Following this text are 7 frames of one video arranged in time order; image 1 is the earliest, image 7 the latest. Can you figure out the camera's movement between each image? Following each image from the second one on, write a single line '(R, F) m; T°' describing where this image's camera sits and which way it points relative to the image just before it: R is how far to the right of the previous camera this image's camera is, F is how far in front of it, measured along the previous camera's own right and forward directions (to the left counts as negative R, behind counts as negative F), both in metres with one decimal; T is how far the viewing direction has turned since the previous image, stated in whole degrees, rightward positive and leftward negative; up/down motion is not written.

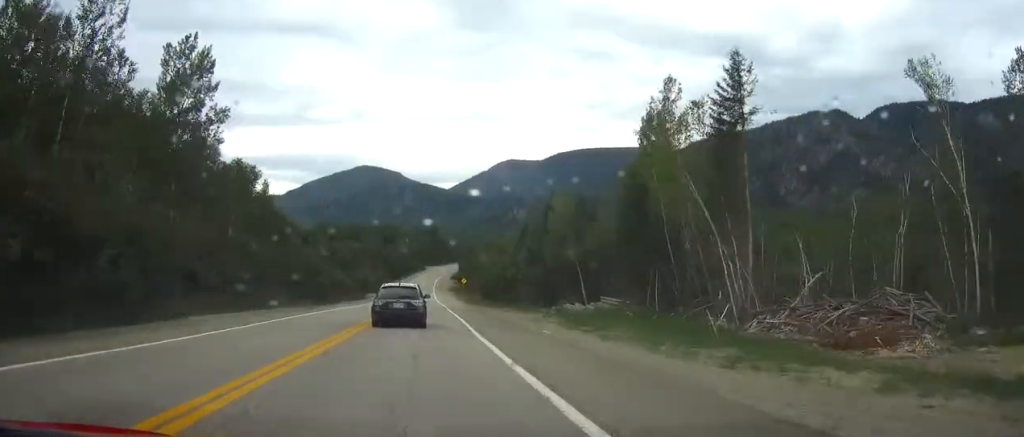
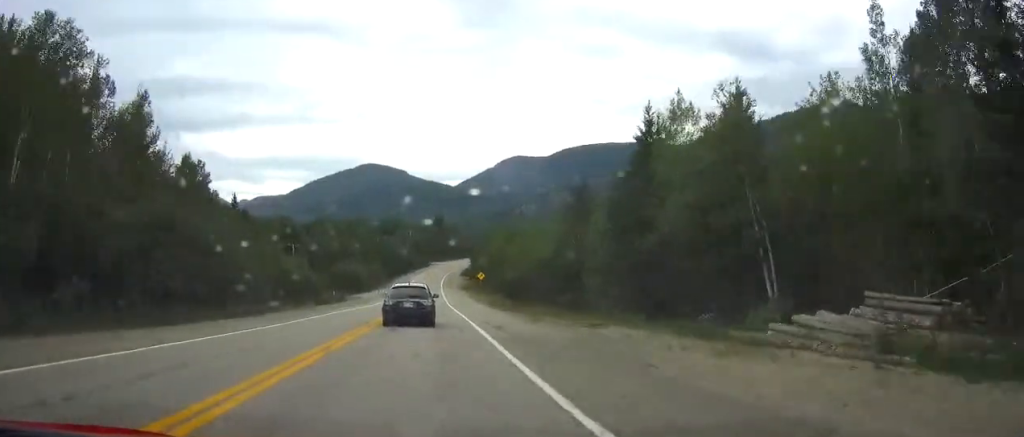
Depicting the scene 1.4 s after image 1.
(-0.1, +33.9) m; 0°
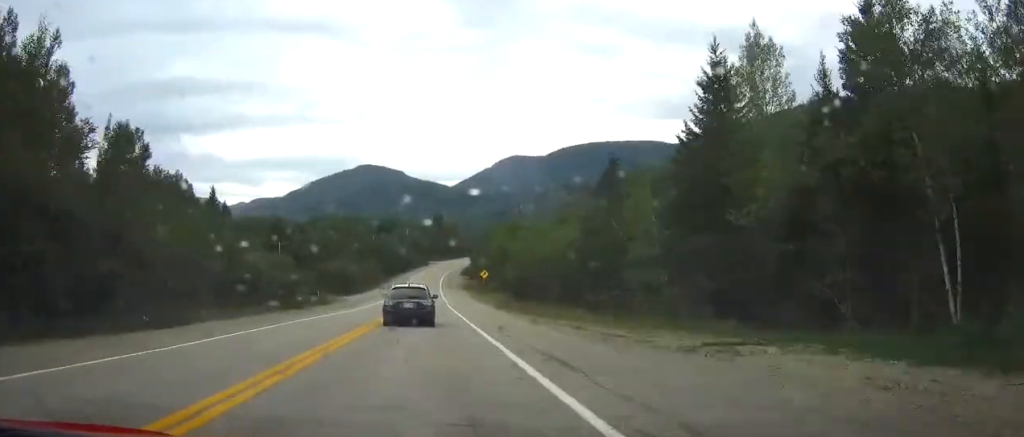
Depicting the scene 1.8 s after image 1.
(0.0, +11.8) m; 0°
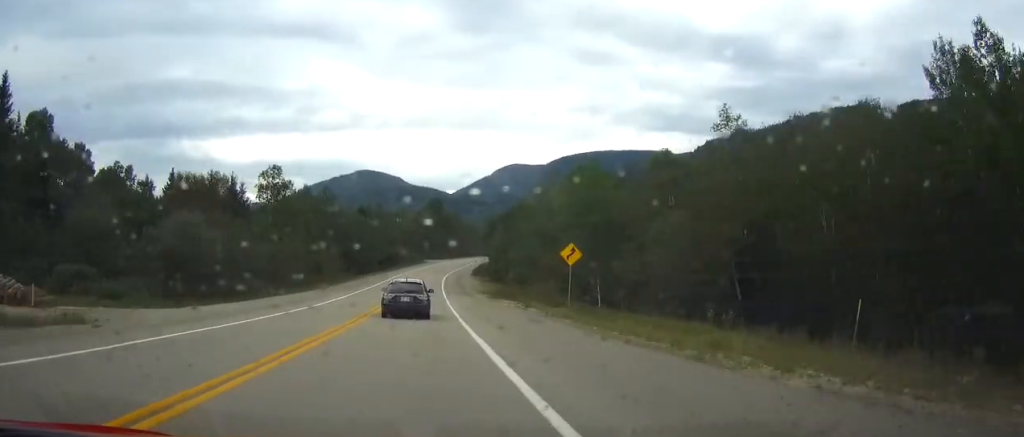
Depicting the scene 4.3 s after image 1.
(+0.1, +64.5) m; 0°
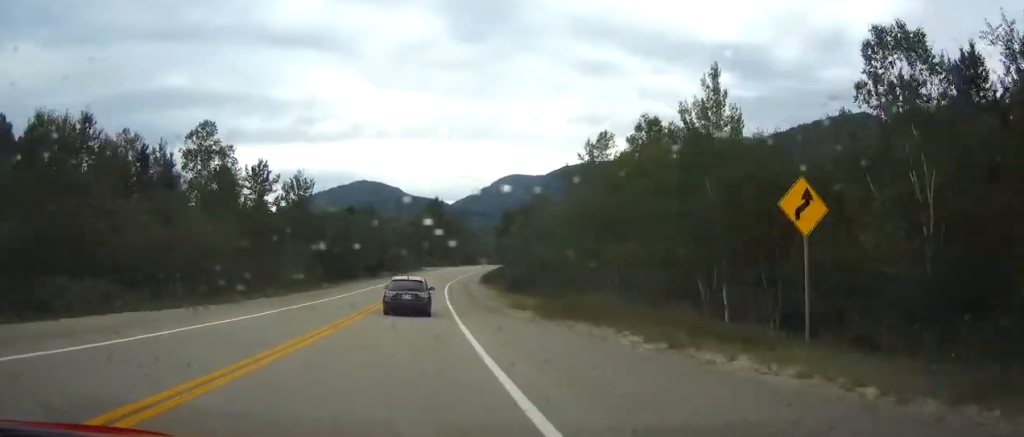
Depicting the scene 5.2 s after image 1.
(0.0, +23.7) m; 0°
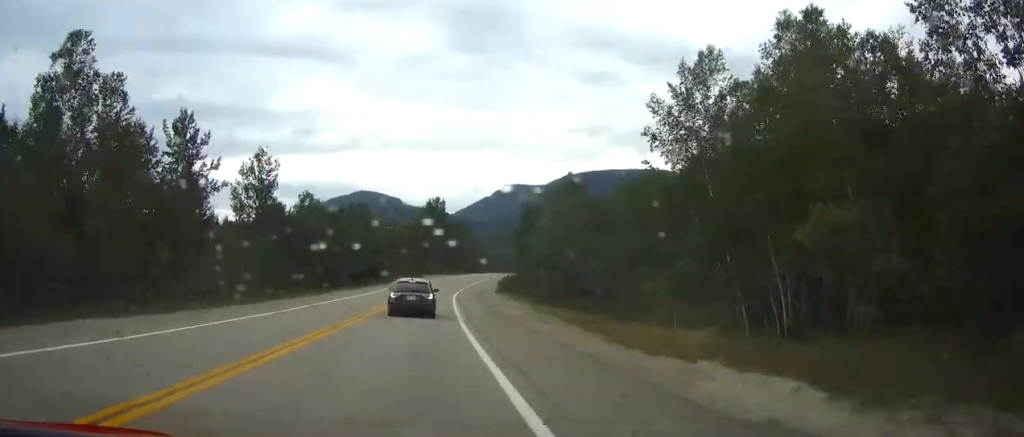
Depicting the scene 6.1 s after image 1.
(0.0, +22.0) m; +1°
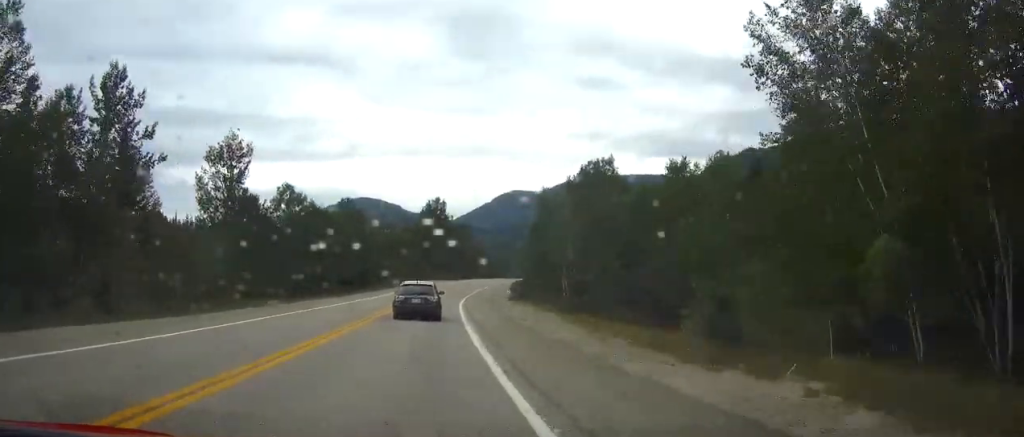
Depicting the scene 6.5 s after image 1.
(-0.1, +11.4) m; +1°
